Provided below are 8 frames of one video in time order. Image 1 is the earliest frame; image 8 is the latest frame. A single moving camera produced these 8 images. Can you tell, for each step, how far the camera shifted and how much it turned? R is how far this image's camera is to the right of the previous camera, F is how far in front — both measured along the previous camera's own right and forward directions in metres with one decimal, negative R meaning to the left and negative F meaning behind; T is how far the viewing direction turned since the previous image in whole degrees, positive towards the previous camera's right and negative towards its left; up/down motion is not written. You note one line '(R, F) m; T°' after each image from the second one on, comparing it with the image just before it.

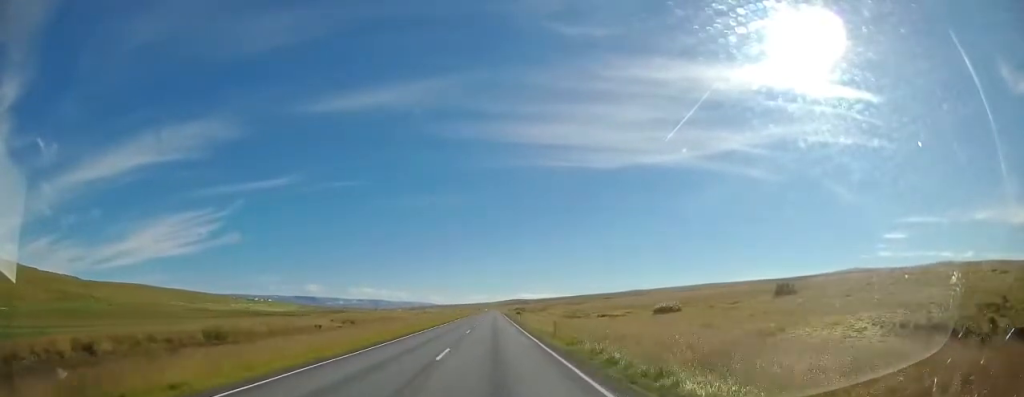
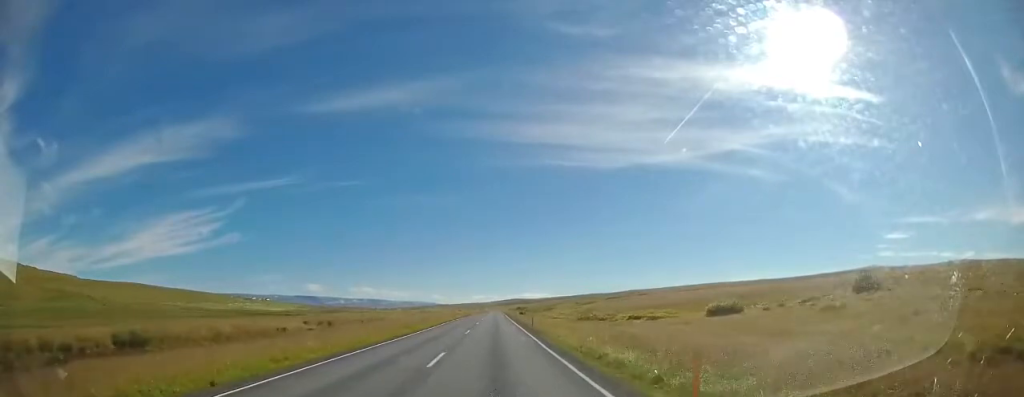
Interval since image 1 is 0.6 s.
(+0.2, +13.3) m; +1°
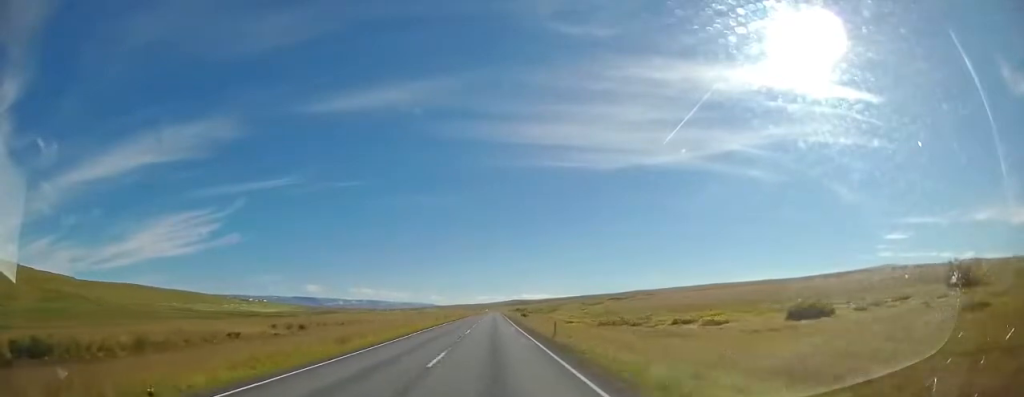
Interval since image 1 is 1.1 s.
(+0.1, +11.8) m; 0°
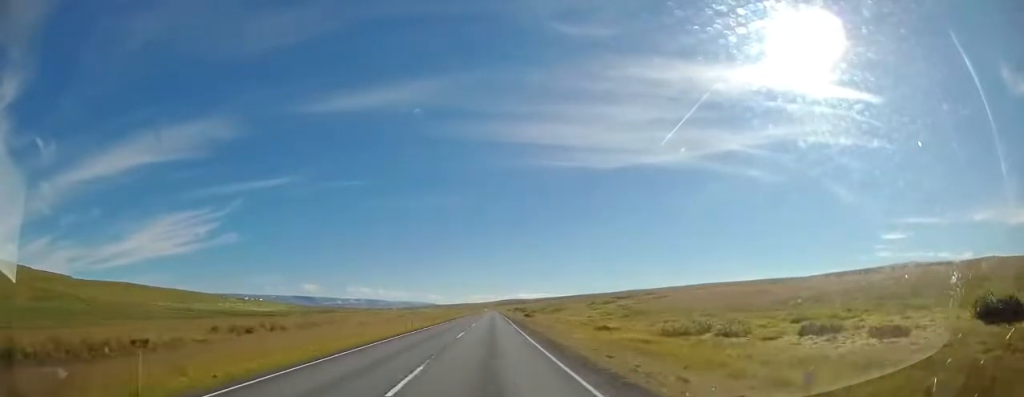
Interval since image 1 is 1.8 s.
(0.0, +15.6) m; 0°
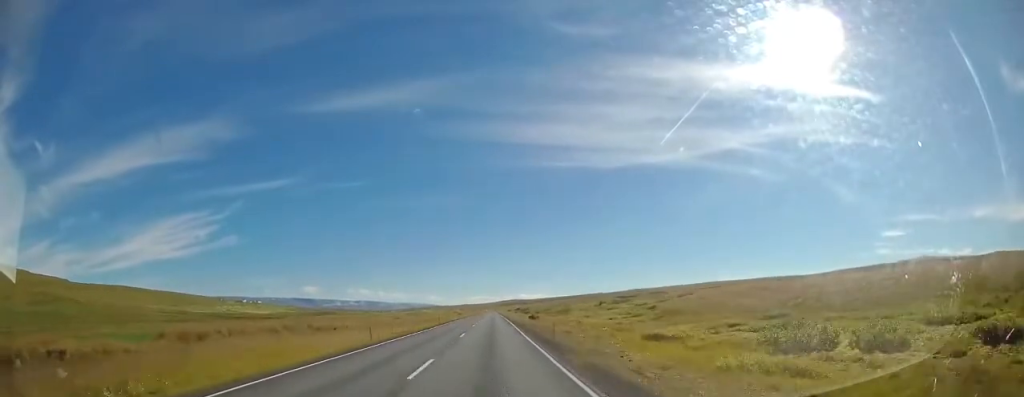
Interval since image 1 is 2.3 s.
(-0.1, +10.4) m; 0°
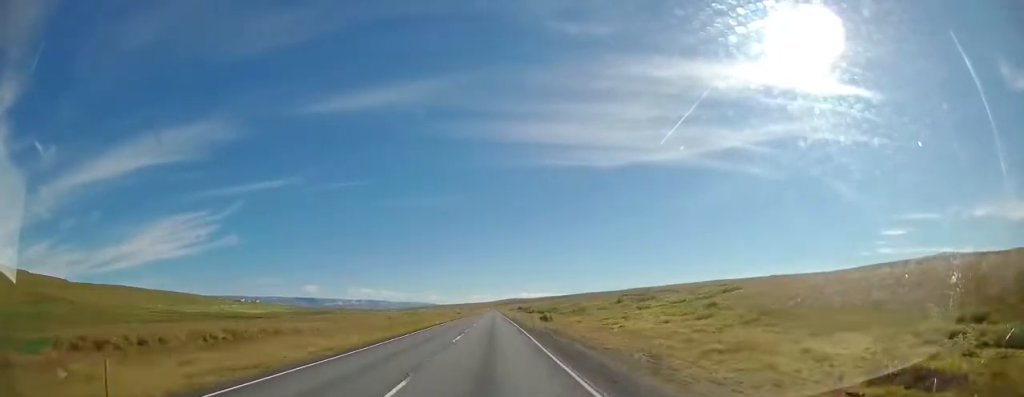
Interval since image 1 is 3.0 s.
(-0.1, +15.5) m; 0°
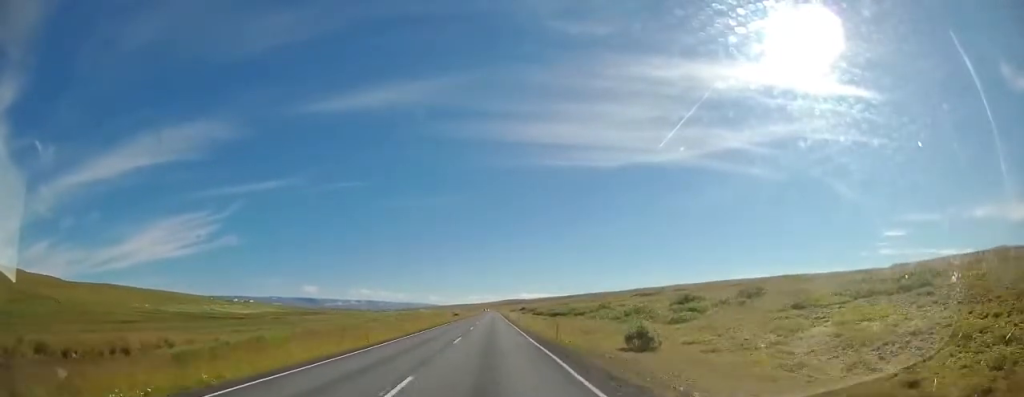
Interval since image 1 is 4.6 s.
(-0.3, +35.5) m; 0°
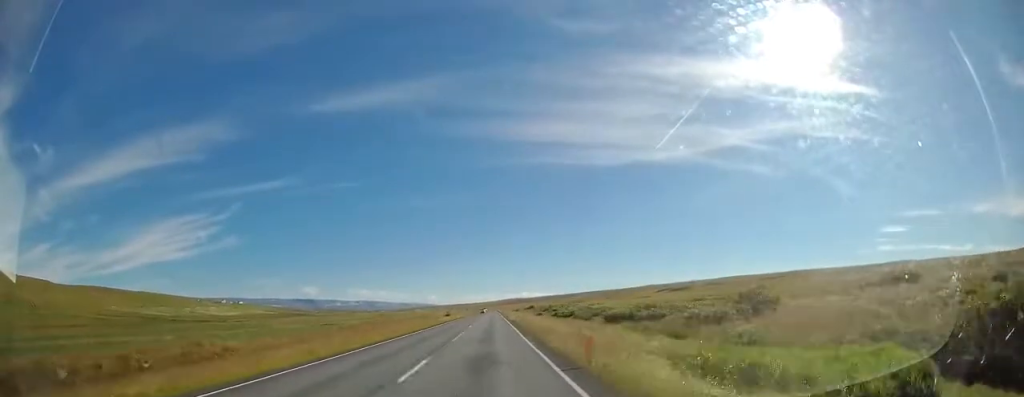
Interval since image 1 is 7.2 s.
(+1.1, +57.3) m; +1°
